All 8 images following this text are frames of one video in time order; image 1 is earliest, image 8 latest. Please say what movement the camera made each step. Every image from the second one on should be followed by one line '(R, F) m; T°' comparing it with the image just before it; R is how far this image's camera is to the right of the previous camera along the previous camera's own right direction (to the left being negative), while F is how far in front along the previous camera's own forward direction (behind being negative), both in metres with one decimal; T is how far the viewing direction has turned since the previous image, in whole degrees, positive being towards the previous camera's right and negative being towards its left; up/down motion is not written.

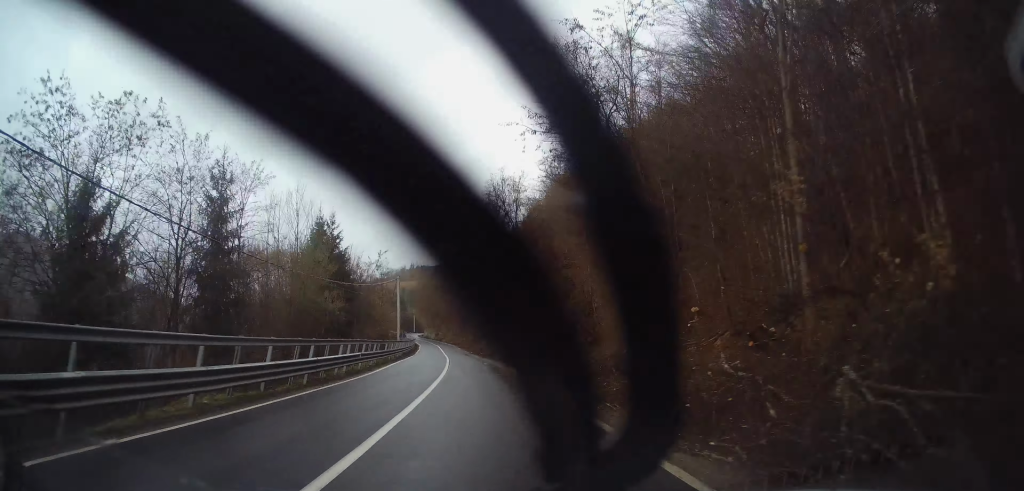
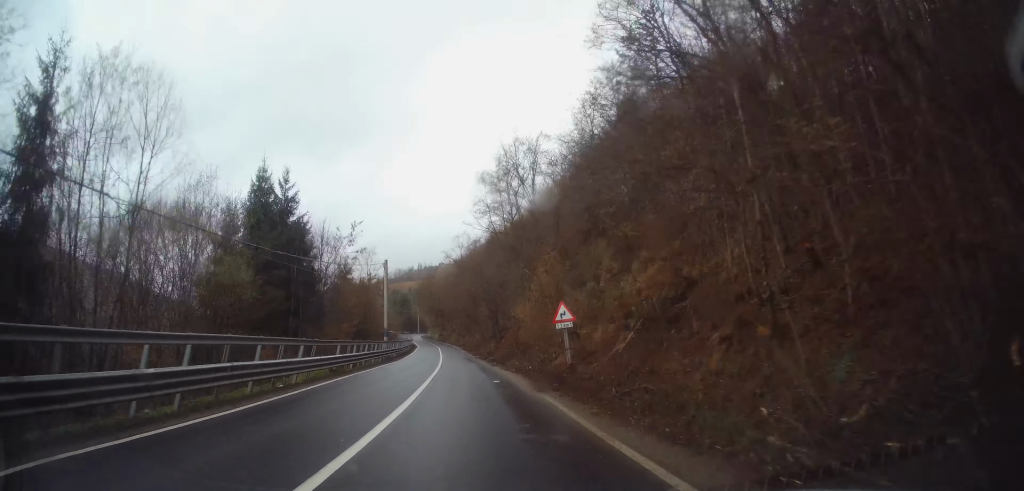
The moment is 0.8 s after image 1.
(0.0, +14.4) m; -1°
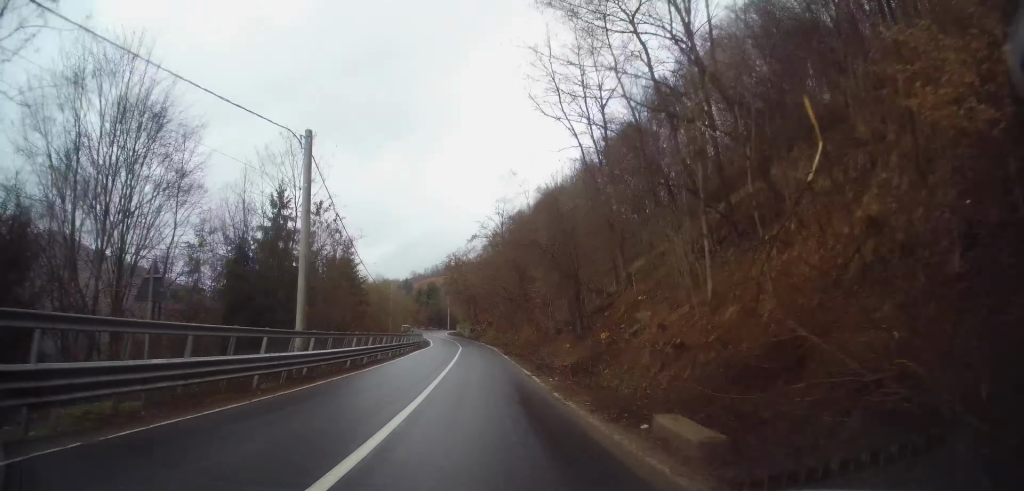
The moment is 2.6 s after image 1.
(-0.4, +34.9) m; -2°
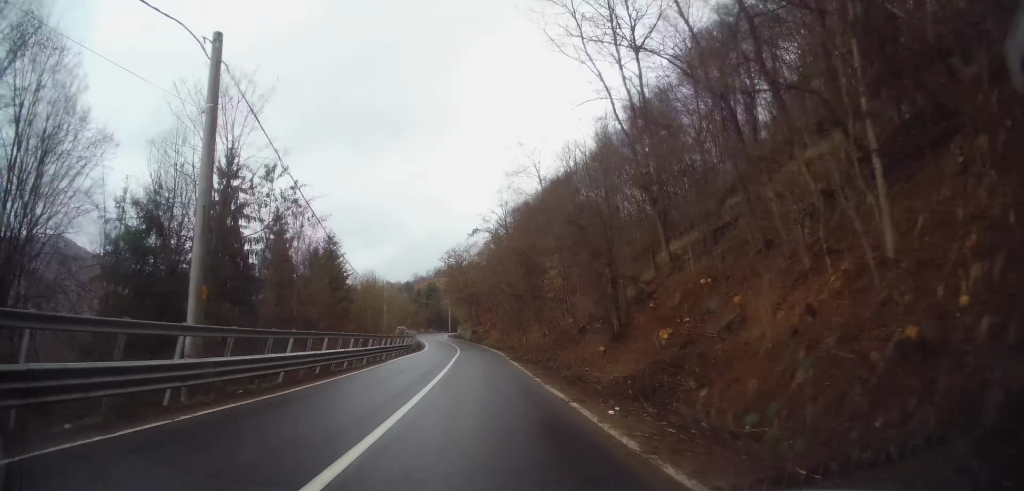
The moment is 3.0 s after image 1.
(-0.3, +8.3) m; -1°
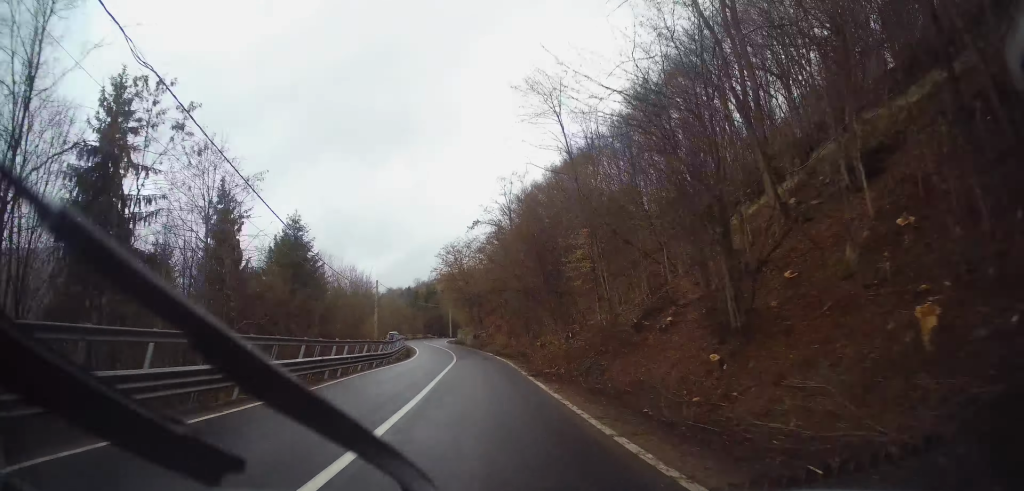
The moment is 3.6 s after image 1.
(-0.2, +10.8) m; -1°
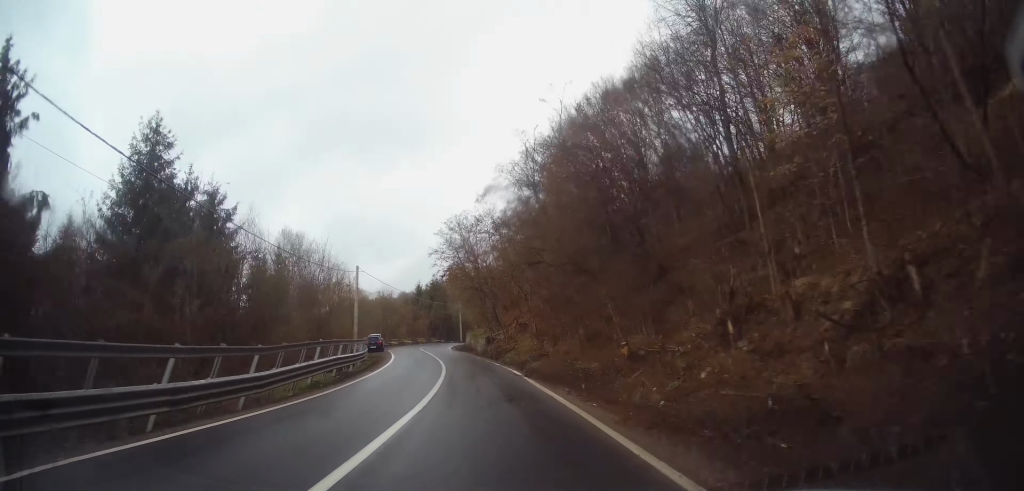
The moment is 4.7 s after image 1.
(-0.1, +21.7) m; -2°
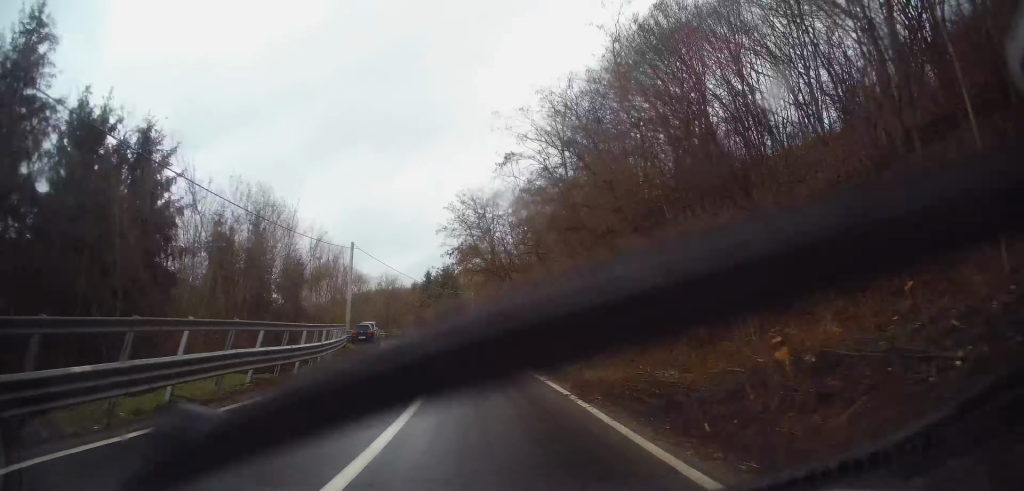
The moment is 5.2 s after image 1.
(-0.2, +9.5) m; -2°
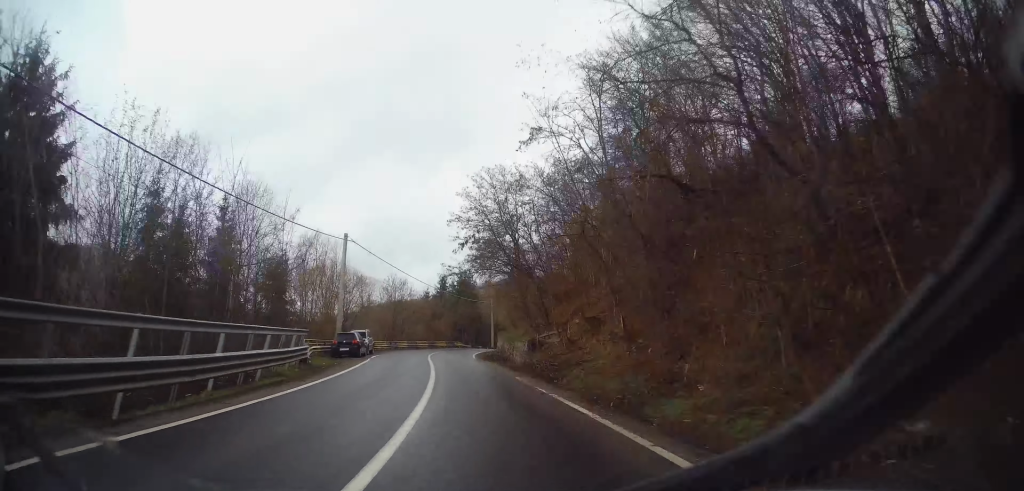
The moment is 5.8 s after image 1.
(-0.1, +10.1) m; -2°
